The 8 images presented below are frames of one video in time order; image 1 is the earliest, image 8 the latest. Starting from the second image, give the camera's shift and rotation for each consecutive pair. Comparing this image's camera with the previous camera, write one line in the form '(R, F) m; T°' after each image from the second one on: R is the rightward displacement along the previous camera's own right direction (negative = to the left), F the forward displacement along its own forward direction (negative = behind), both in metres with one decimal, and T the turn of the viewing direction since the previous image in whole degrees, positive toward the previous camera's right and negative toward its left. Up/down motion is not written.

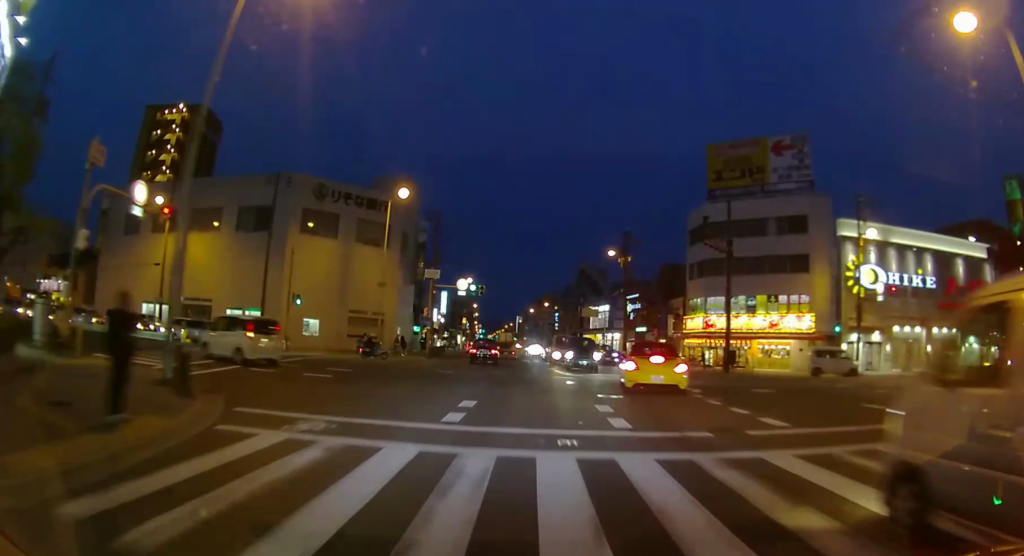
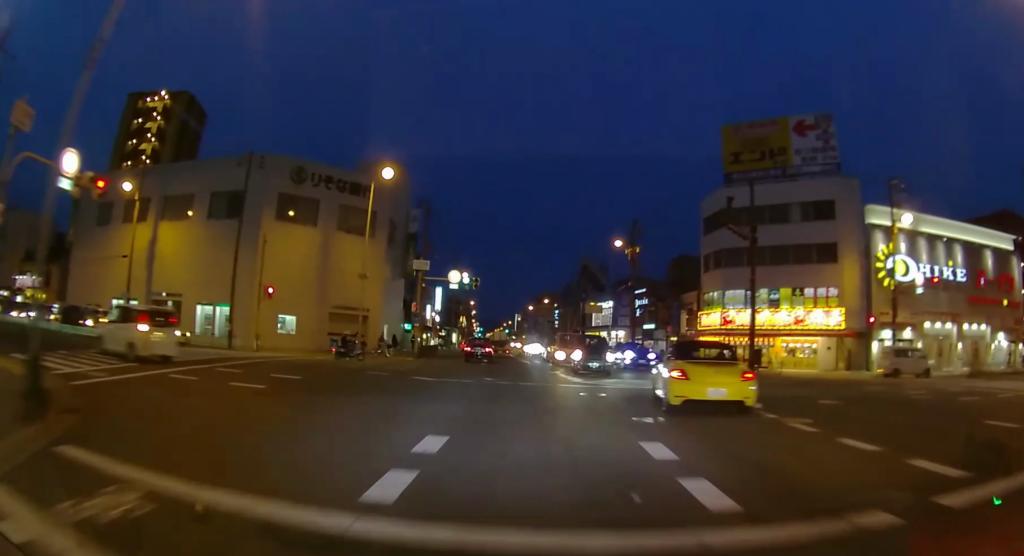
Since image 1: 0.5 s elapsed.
(0.0, +4.6) m; -1°
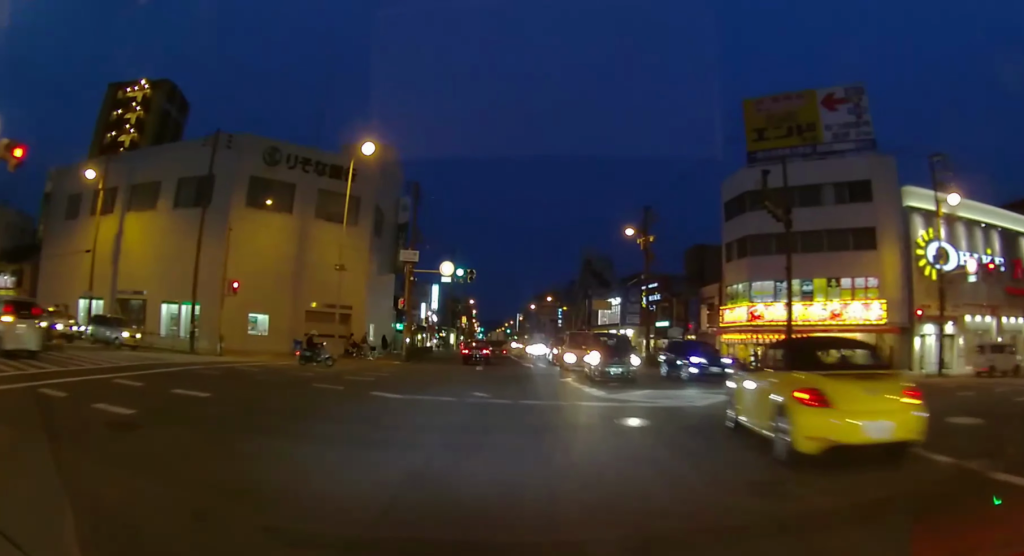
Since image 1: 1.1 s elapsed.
(0.0, +5.2) m; -2°
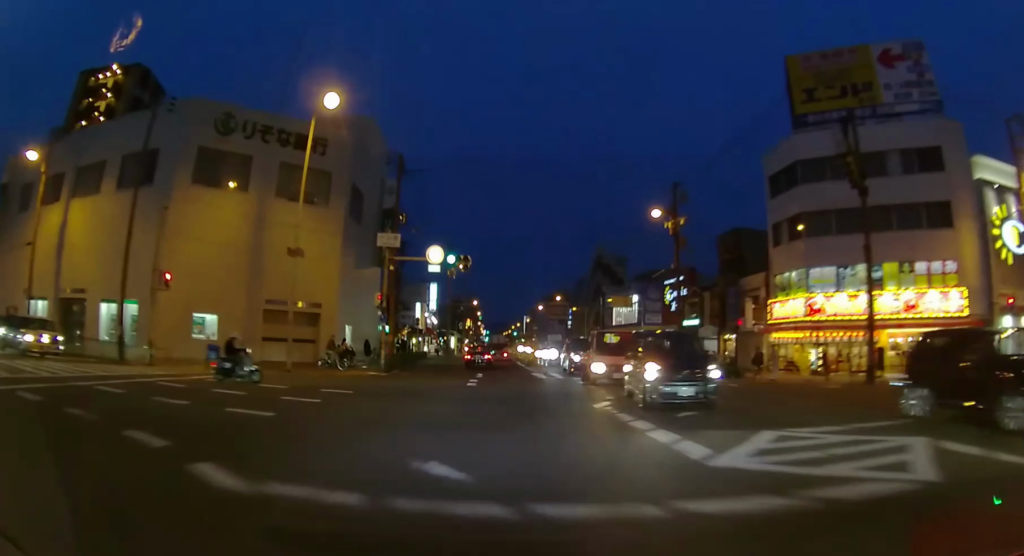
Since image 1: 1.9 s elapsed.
(-0.3, +7.4) m; -2°
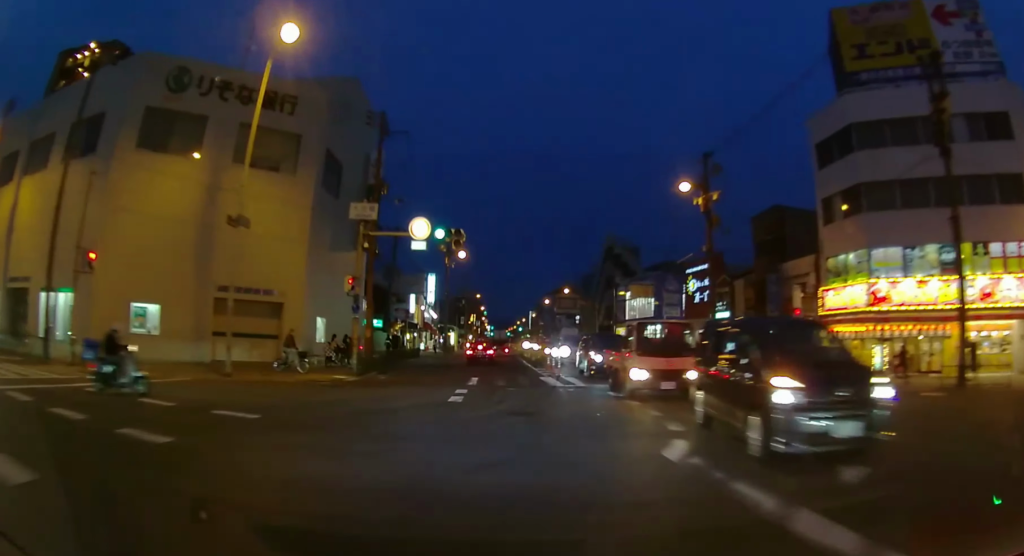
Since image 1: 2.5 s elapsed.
(-0.1, +5.9) m; -1°
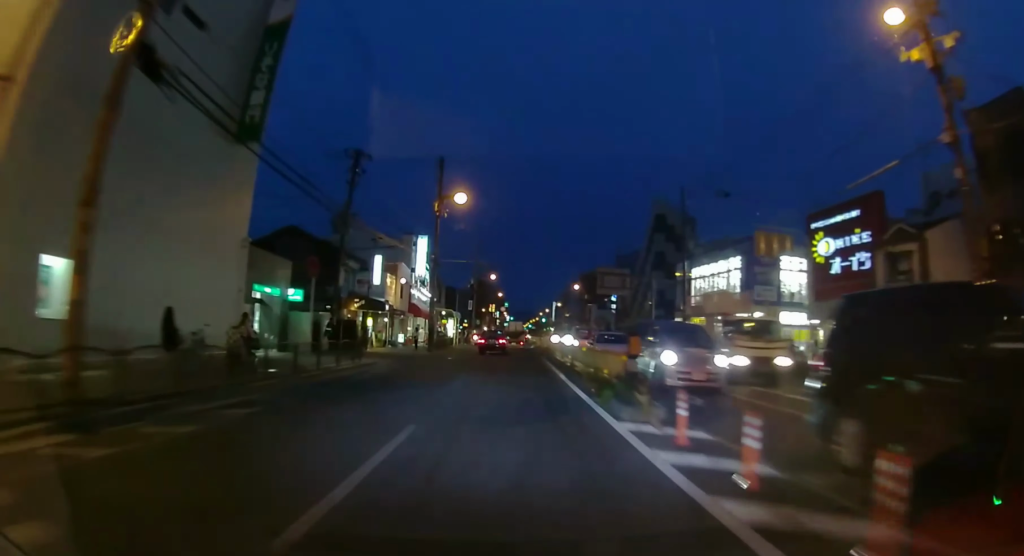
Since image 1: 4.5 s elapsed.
(+0.1, +19.6) m; +1°
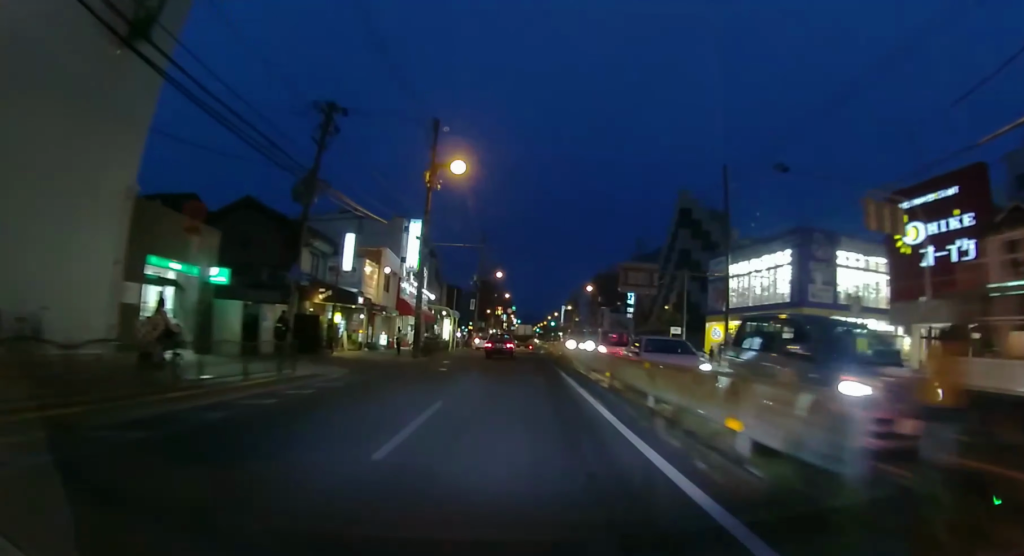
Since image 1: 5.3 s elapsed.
(0.0, +7.6) m; 0°
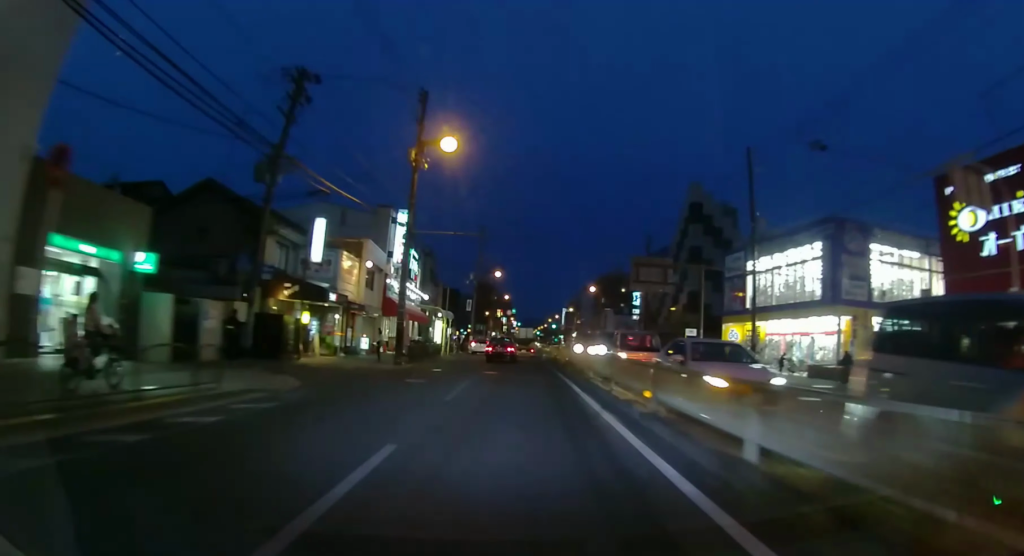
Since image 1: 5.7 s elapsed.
(0.0, +4.3) m; -1°
